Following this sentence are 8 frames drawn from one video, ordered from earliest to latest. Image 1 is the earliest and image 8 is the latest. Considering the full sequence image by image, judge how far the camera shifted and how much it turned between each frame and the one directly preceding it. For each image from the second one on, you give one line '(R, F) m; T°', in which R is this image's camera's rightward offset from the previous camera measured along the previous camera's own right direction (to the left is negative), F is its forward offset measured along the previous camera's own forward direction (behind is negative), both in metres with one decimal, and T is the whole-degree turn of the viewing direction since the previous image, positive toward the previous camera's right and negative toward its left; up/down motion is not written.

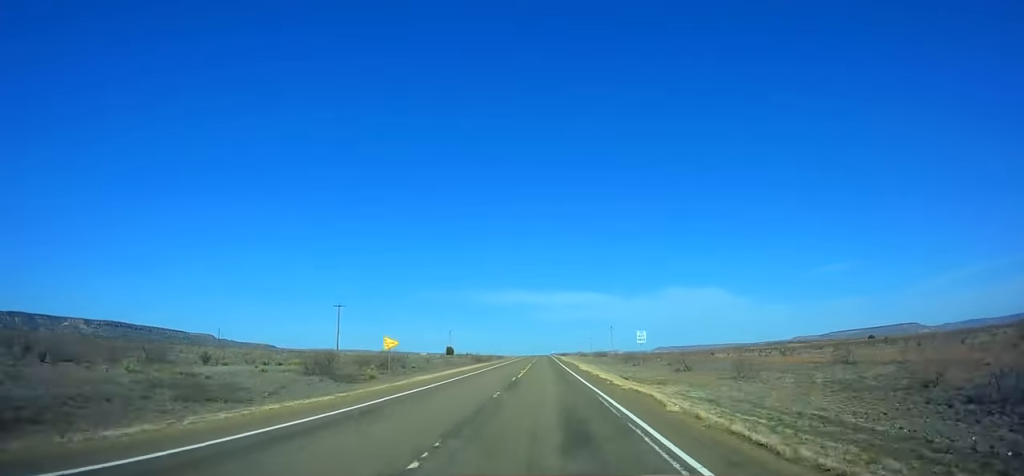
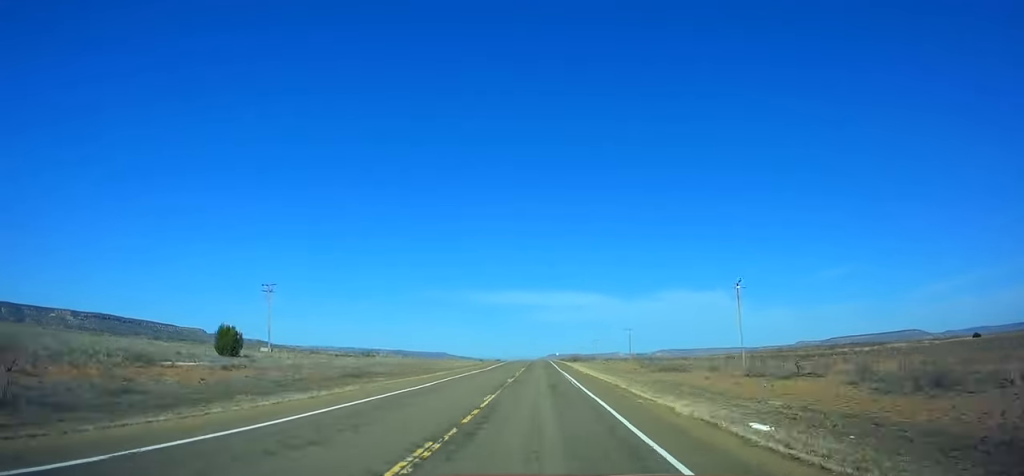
(-0.5, +147.4) m; 0°
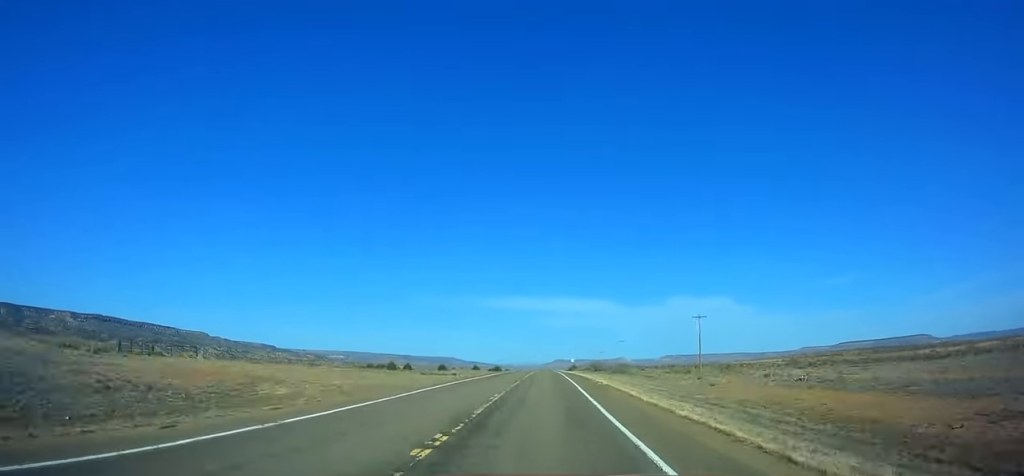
(+0.2, +71.1) m; 0°
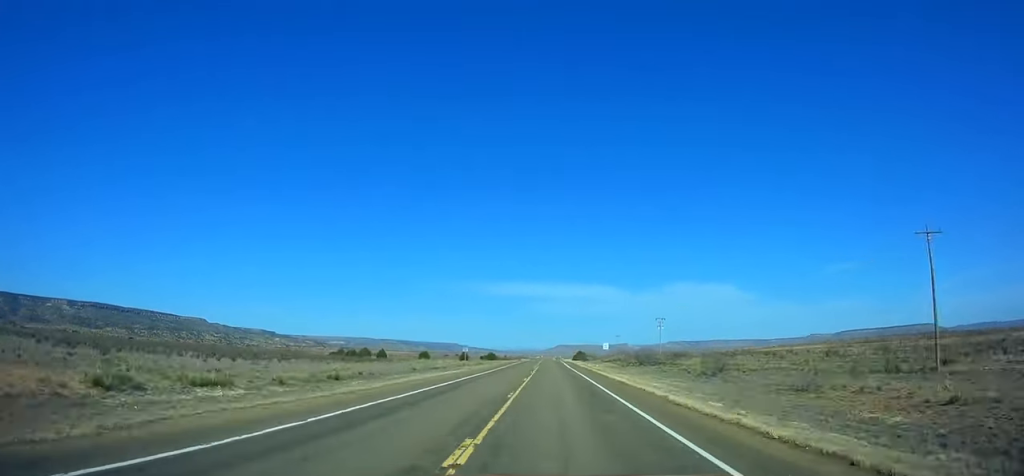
(+0.1, +63.0) m; 0°
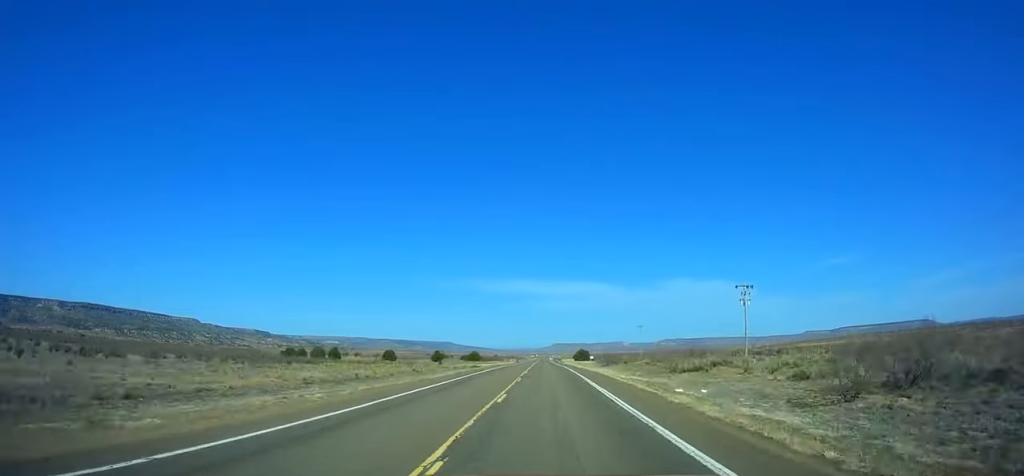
(-0.4, +63.0) m; 0°
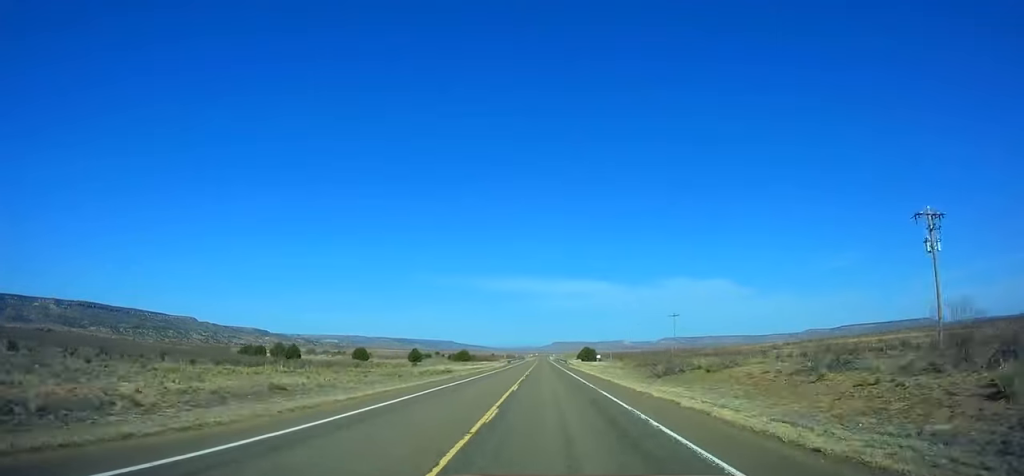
(0.0, +41.2) m; 0°
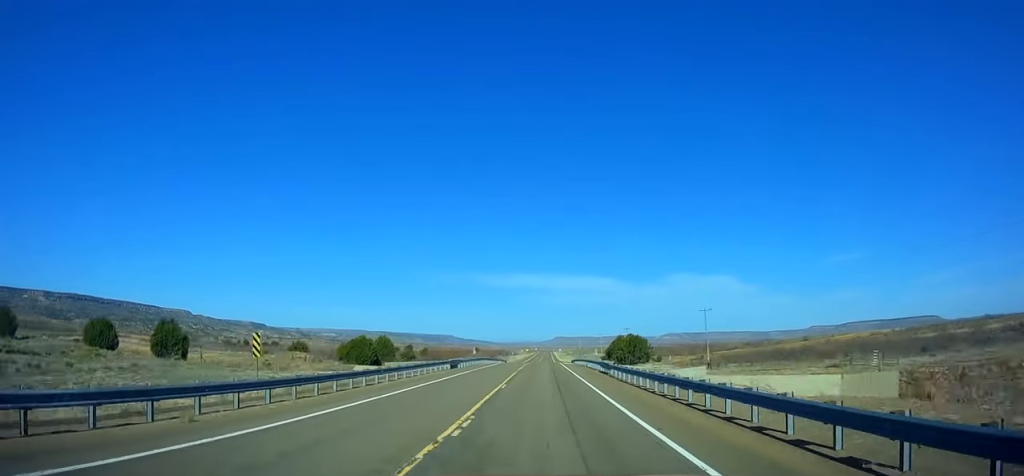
(+0.4, +137.7) m; 0°
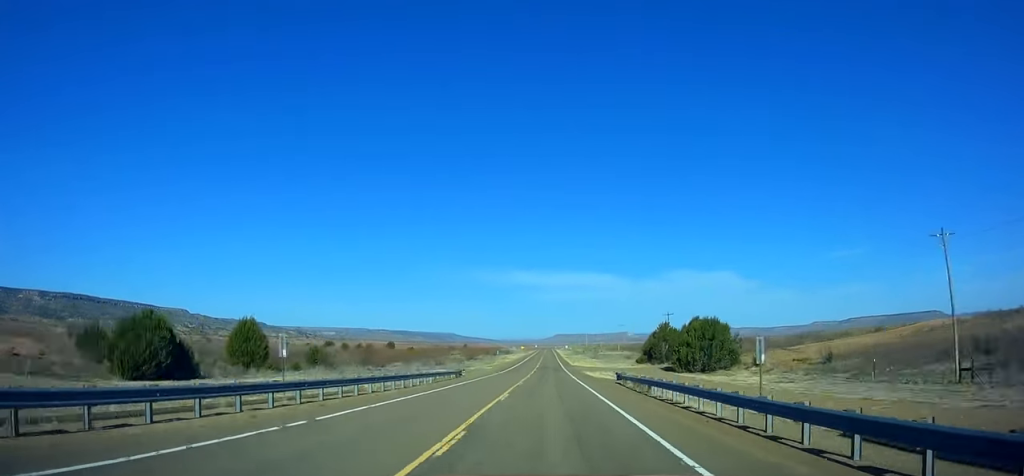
(-0.3, +63.4) m; 0°
